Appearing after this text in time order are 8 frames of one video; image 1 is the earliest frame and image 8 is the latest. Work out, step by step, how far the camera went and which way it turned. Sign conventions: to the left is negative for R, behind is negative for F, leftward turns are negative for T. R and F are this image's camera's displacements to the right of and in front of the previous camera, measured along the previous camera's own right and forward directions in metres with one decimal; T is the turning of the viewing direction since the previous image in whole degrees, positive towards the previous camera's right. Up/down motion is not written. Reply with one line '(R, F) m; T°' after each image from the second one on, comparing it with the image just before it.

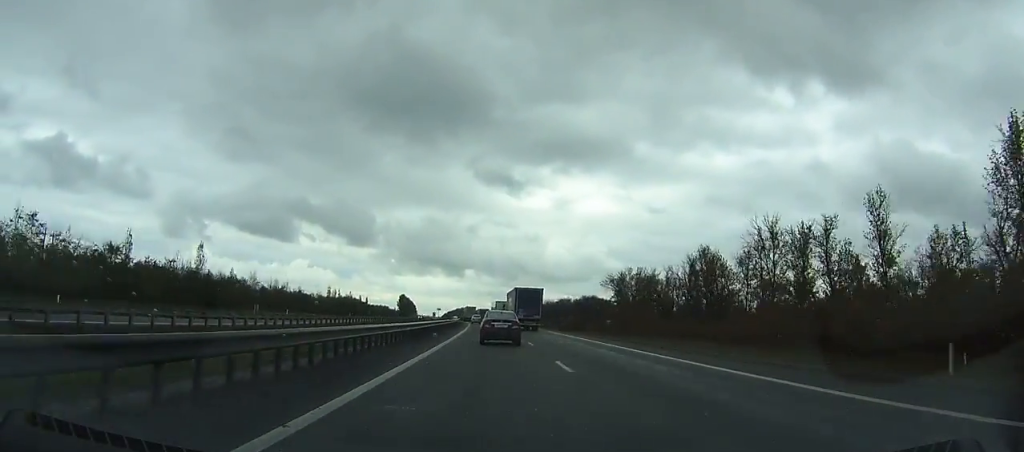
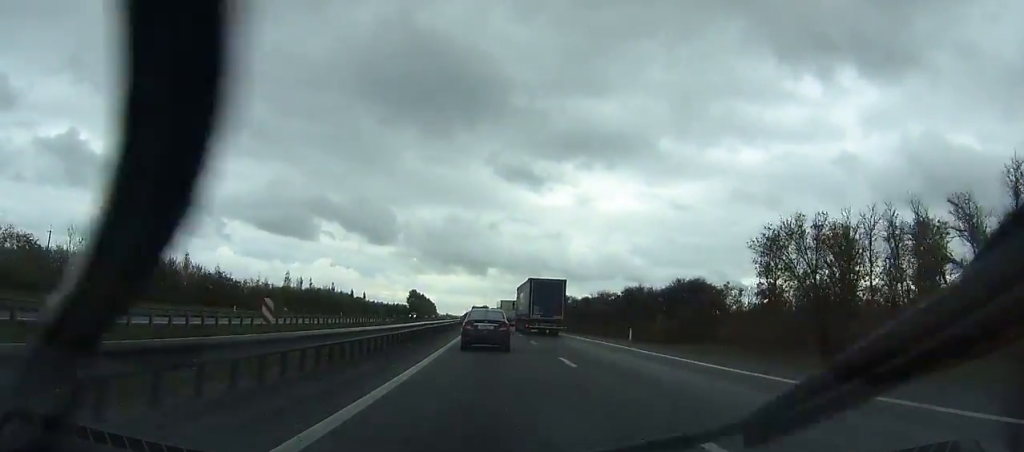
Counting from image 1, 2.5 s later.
(-1.5, +68.8) m; -3°
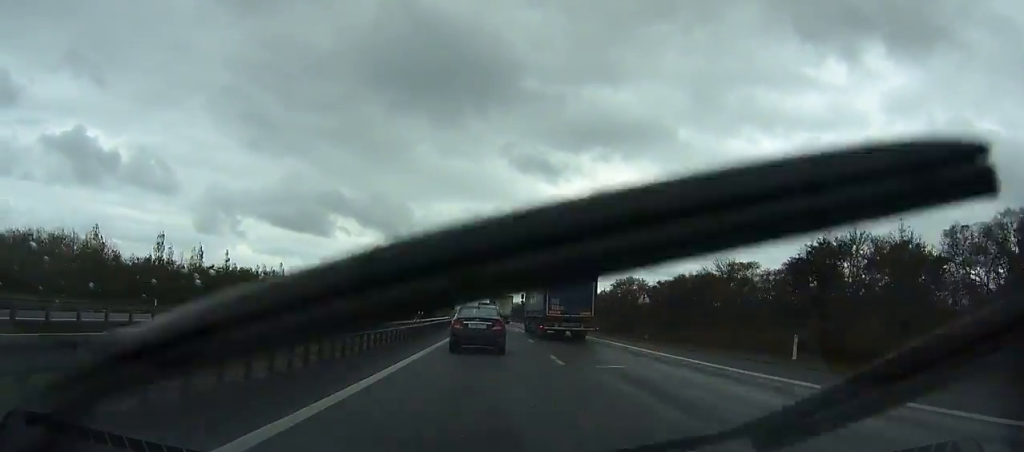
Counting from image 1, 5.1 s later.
(-2.0, +72.0) m; -2°
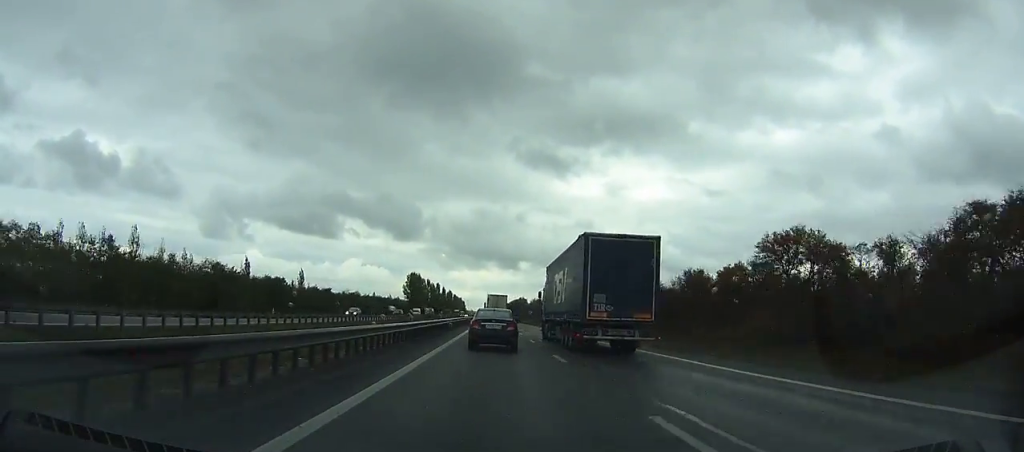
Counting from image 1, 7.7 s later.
(-0.5, +71.8) m; -1°
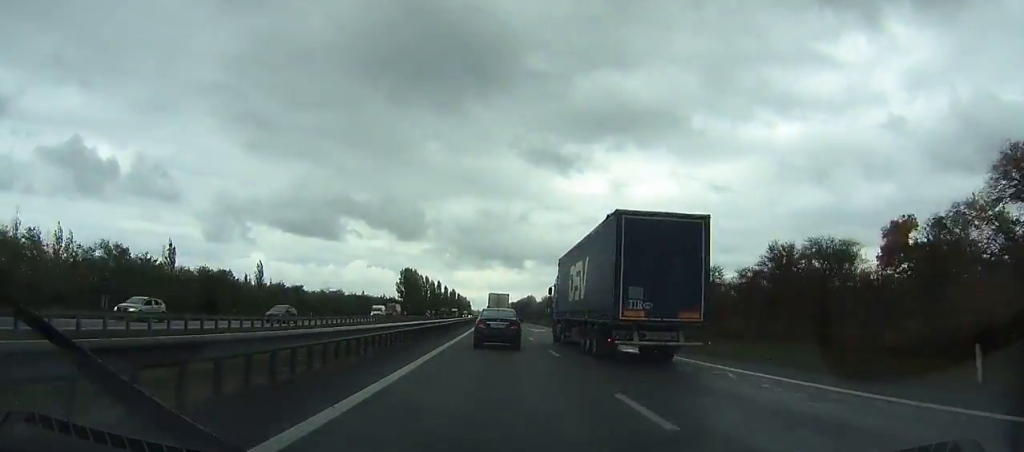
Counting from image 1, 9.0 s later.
(+0.3, +35.8) m; -1°
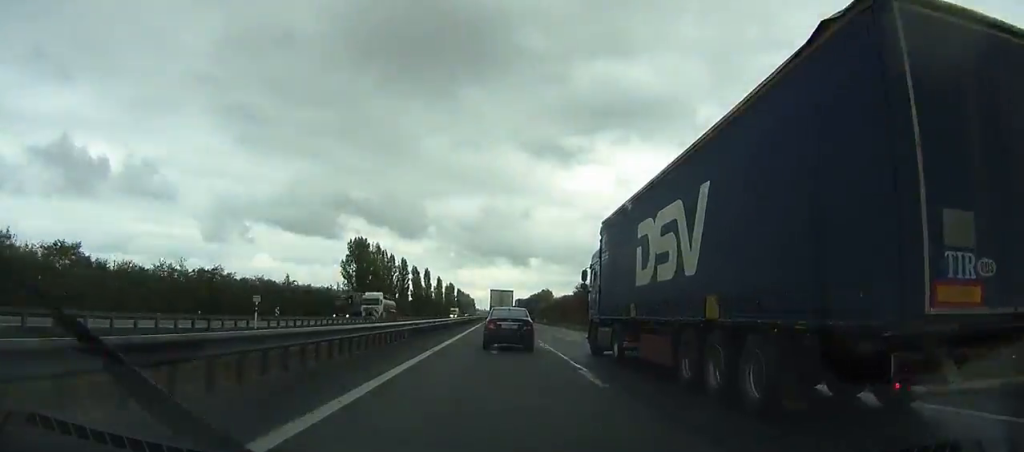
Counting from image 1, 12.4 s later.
(-2.2, +92.2) m; -1°
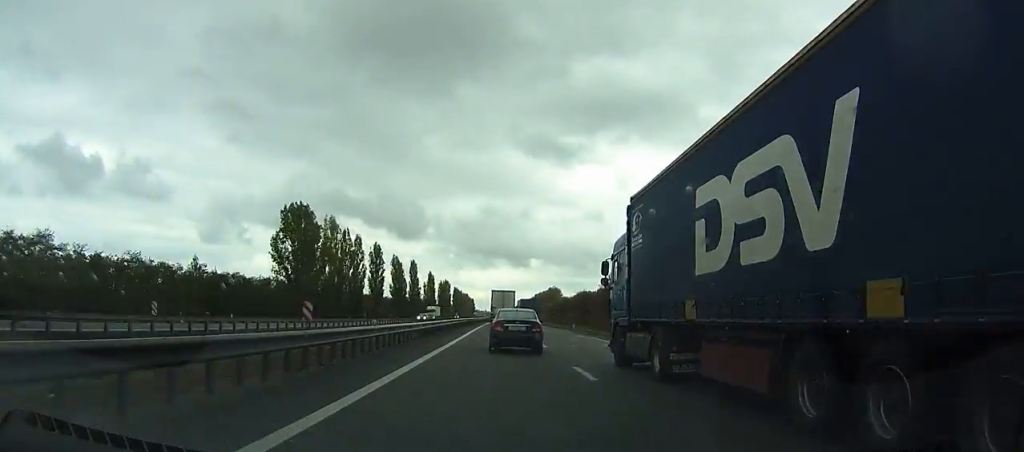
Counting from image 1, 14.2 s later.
(-0.1, +48.2) m; 0°
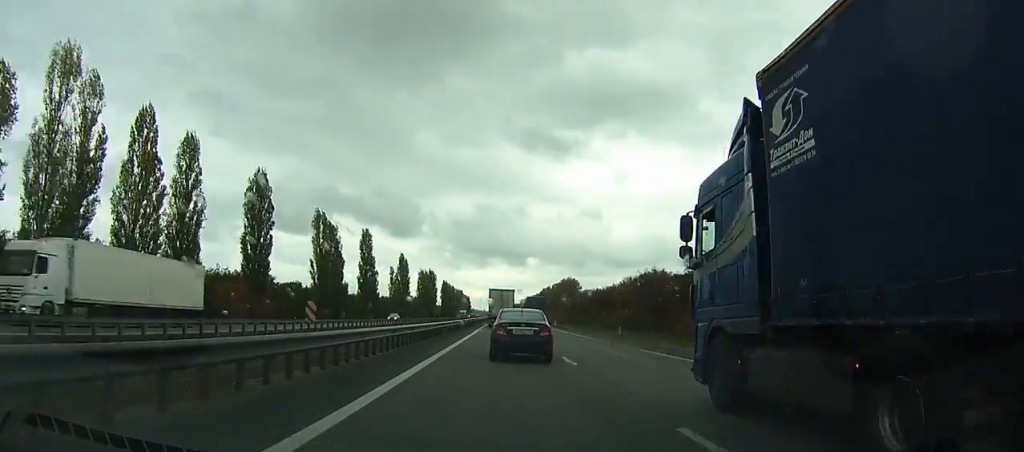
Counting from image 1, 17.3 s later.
(-0.1, +81.8) m; 0°
